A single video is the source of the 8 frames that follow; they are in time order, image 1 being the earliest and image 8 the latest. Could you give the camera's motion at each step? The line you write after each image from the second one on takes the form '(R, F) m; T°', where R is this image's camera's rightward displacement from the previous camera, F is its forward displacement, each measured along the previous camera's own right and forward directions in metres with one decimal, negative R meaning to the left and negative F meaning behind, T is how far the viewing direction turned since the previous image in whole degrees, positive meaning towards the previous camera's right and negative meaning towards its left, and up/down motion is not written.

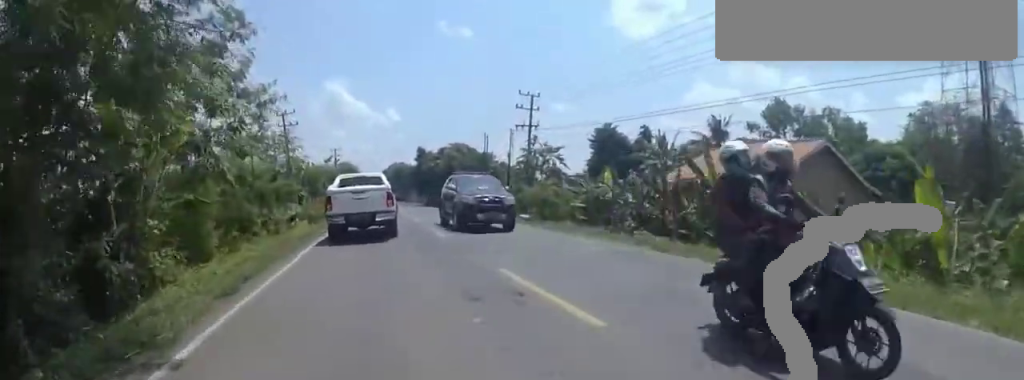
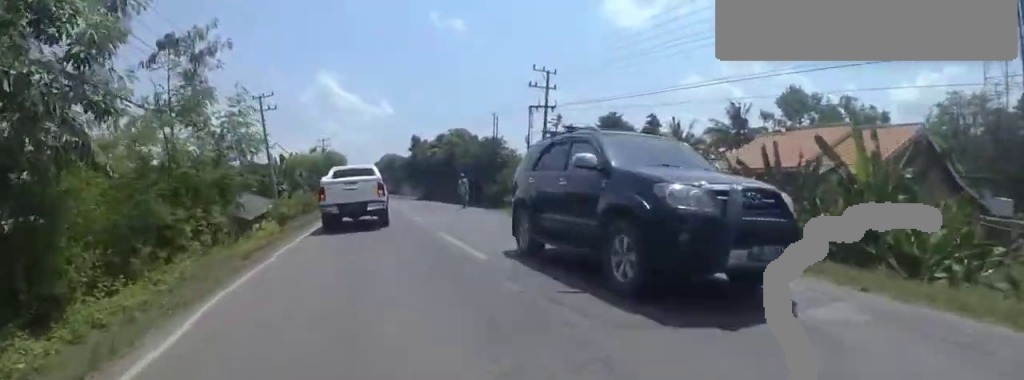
(+0.3, +7.3) m; +1°
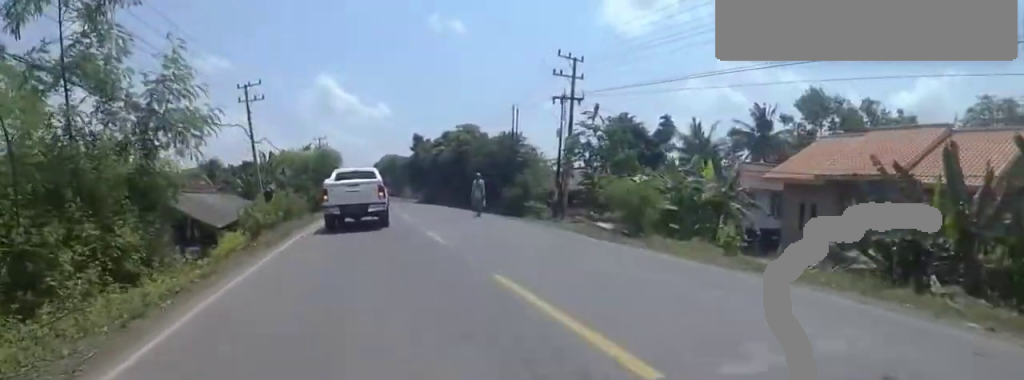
(-0.3, +5.9) m; -1°
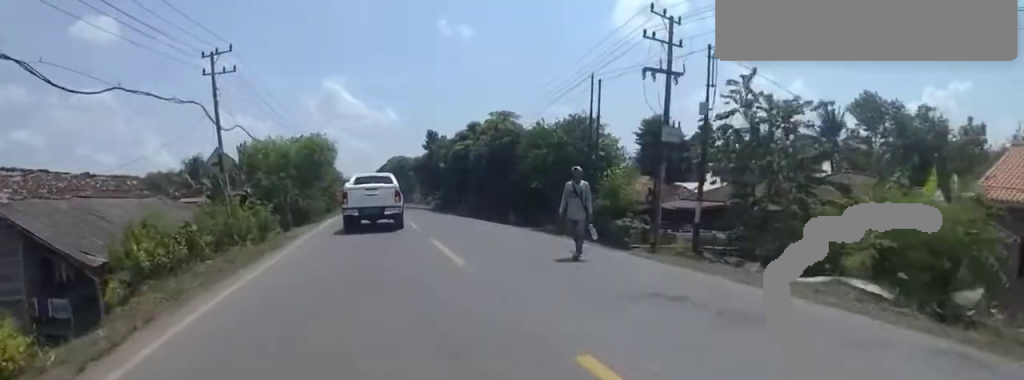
(0.0, +11.1) m; +6°
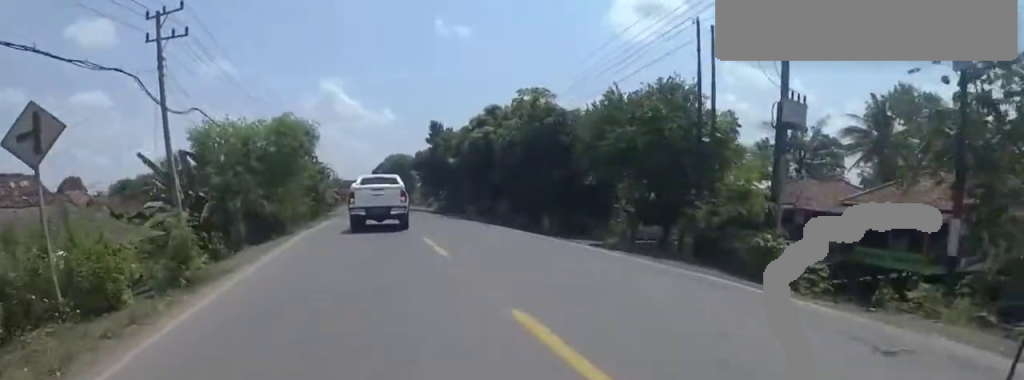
(+0.2, +7.1) m; +7°
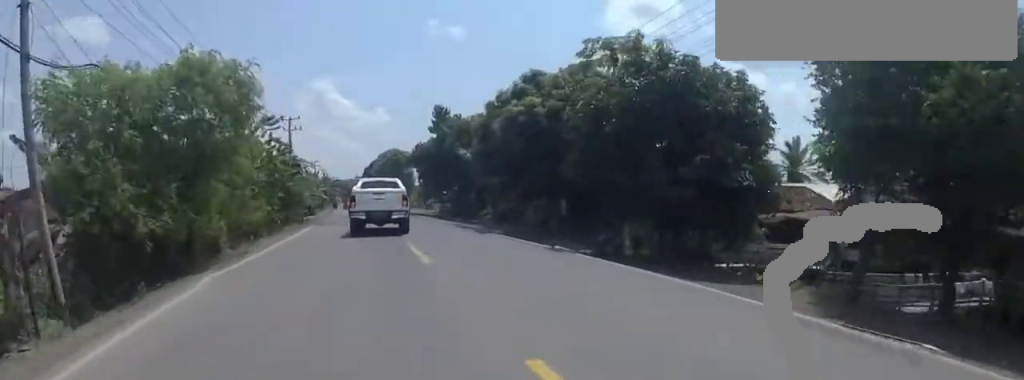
(+1.1, +8.5) m; +7°
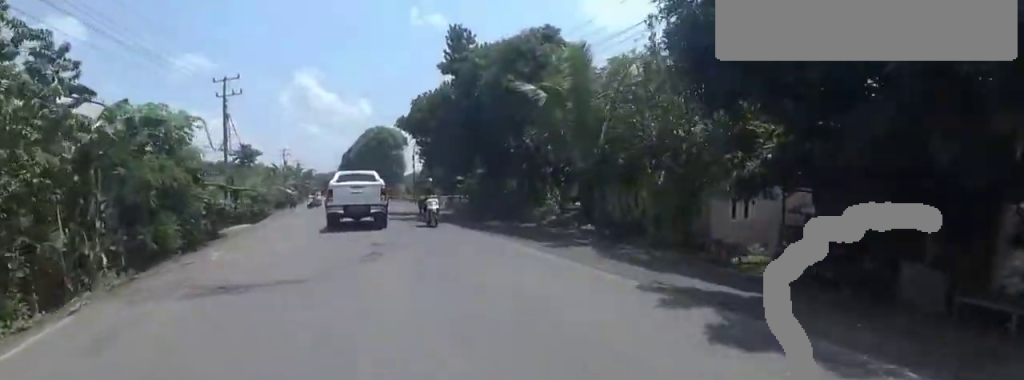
(-0.1, +16.9) m; -3°
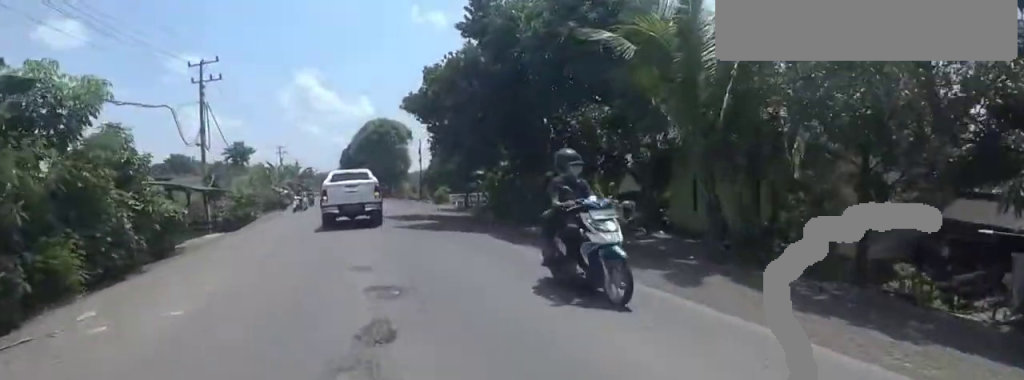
(+0.1, +5.1) m; -2°
